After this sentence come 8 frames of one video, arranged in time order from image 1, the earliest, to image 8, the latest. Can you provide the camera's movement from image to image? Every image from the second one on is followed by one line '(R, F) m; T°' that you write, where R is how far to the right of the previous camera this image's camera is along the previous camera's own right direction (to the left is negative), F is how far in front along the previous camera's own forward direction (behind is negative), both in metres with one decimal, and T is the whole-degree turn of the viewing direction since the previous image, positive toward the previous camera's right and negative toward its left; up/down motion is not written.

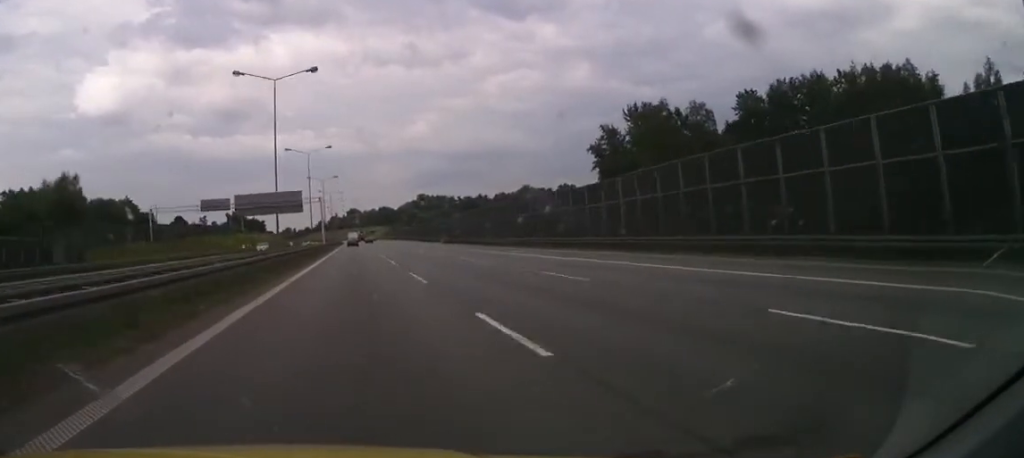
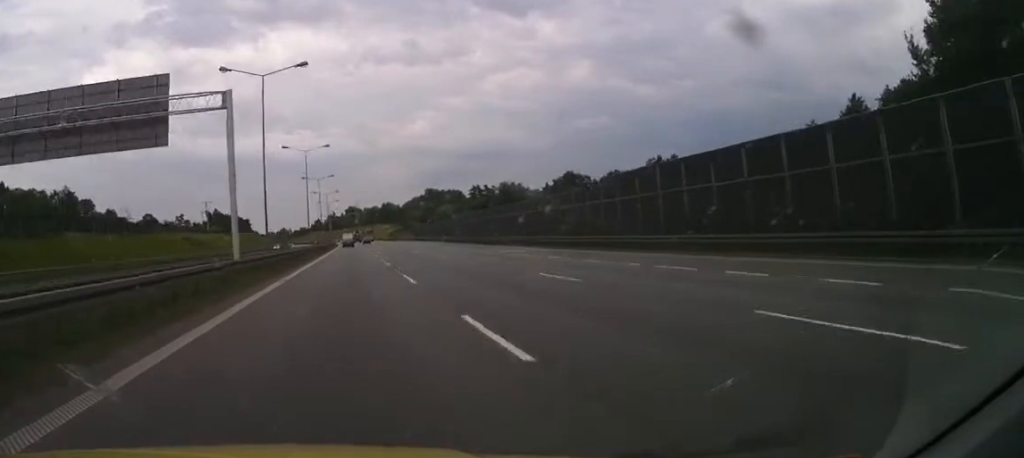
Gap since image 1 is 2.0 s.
(+0.6, +70.4) m; +1°
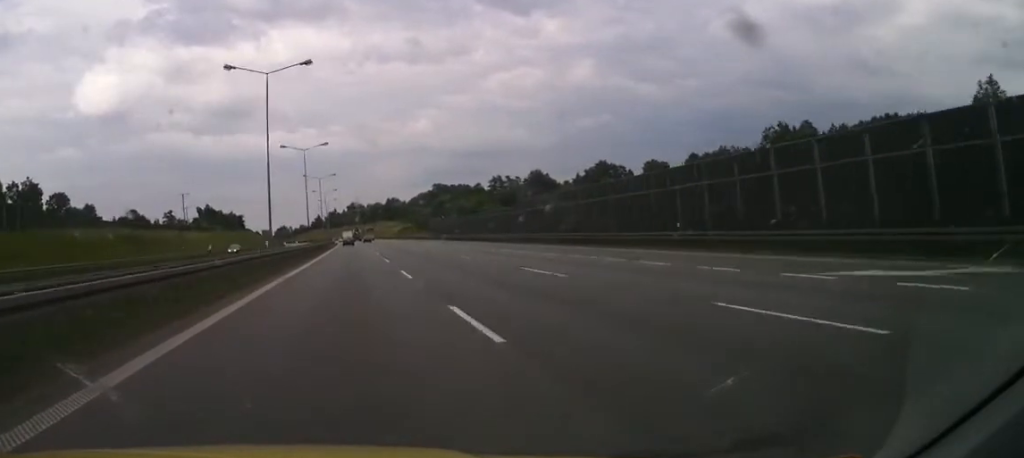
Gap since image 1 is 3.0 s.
(0.0, +33.5) m; 0°
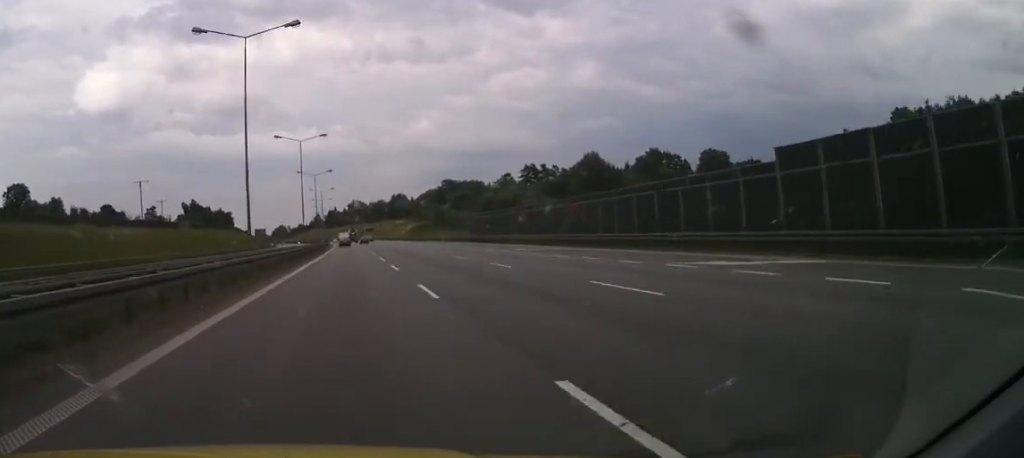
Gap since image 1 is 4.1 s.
(0.0, +43.6) m; 0°
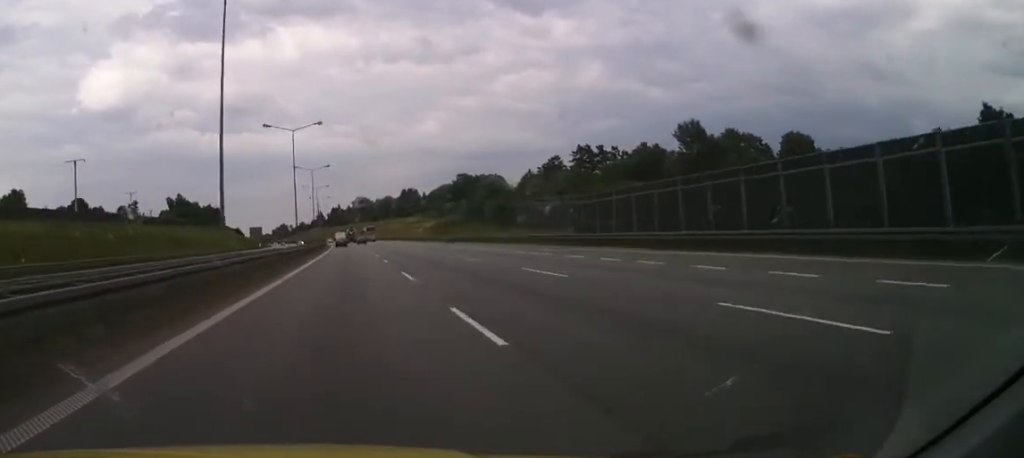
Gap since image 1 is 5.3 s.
(+0.1, +46.9) m; 0°
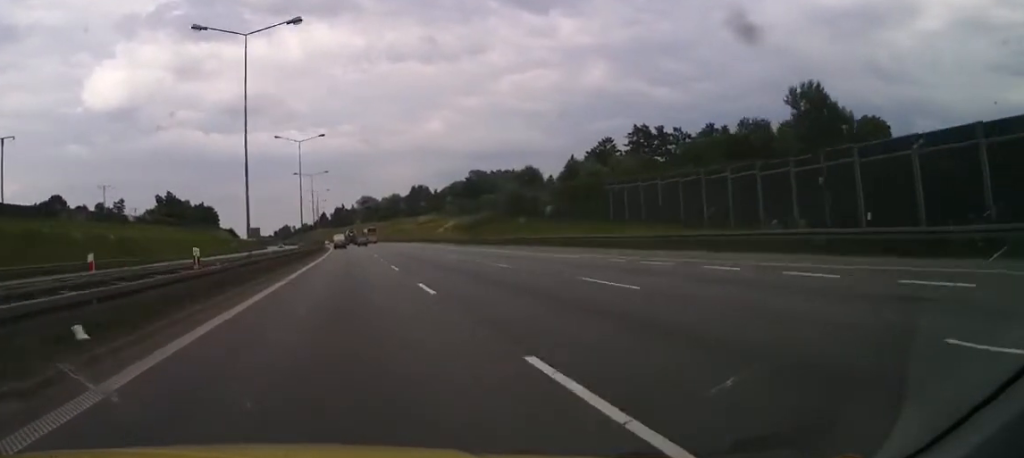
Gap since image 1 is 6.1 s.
(0.0, +28.7) m; 0°
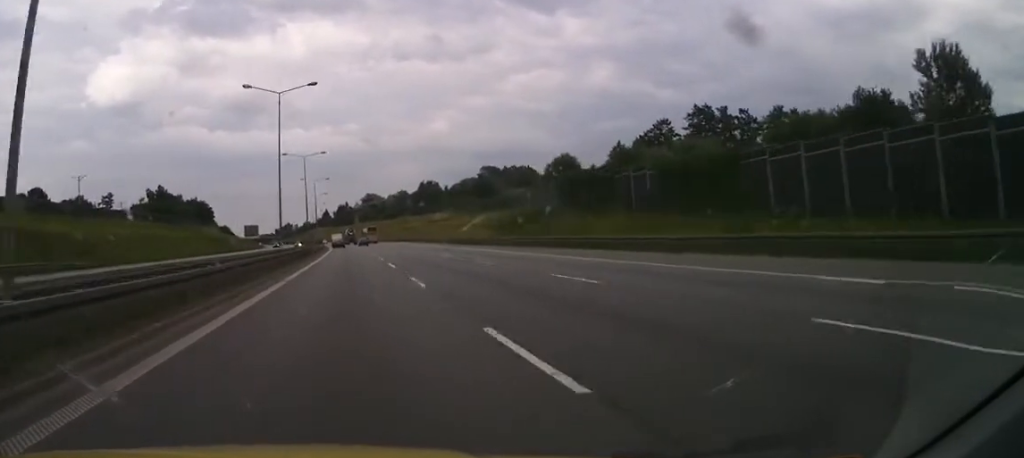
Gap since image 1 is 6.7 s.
(0.0, +20.7) m; 0°
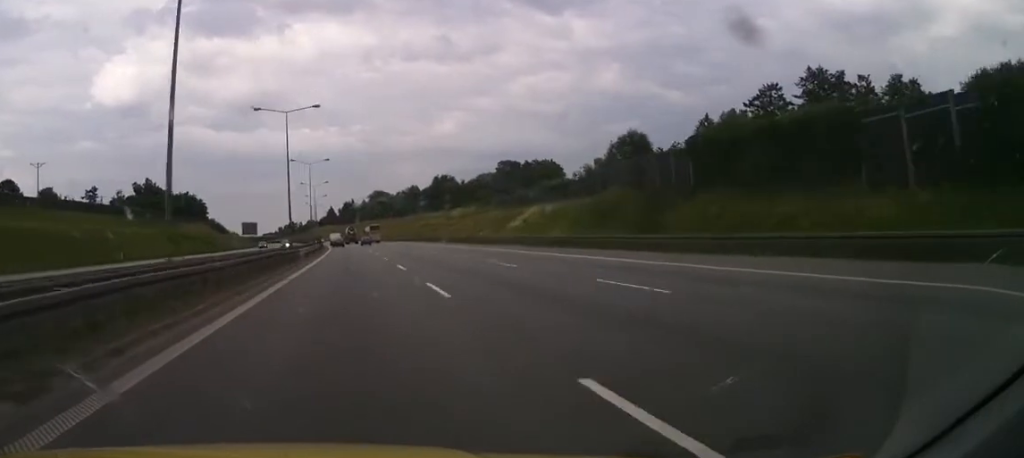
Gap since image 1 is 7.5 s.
(+0.1, +26.8) m; 0°
